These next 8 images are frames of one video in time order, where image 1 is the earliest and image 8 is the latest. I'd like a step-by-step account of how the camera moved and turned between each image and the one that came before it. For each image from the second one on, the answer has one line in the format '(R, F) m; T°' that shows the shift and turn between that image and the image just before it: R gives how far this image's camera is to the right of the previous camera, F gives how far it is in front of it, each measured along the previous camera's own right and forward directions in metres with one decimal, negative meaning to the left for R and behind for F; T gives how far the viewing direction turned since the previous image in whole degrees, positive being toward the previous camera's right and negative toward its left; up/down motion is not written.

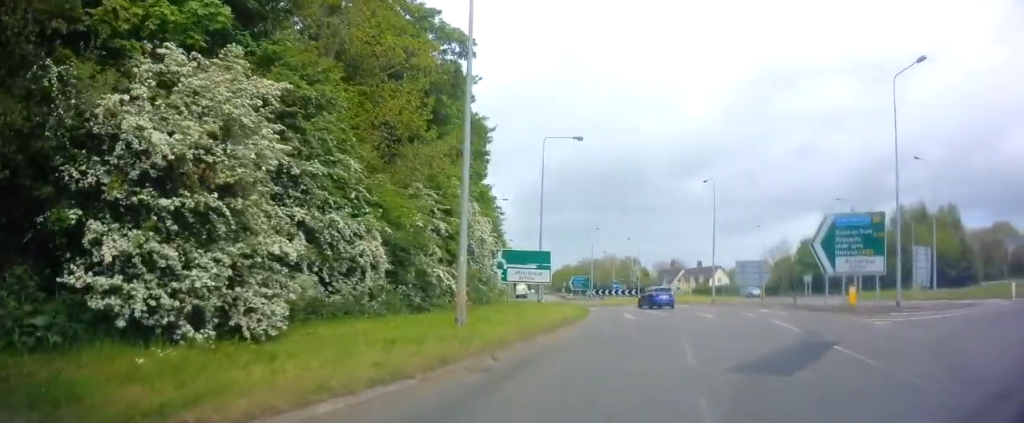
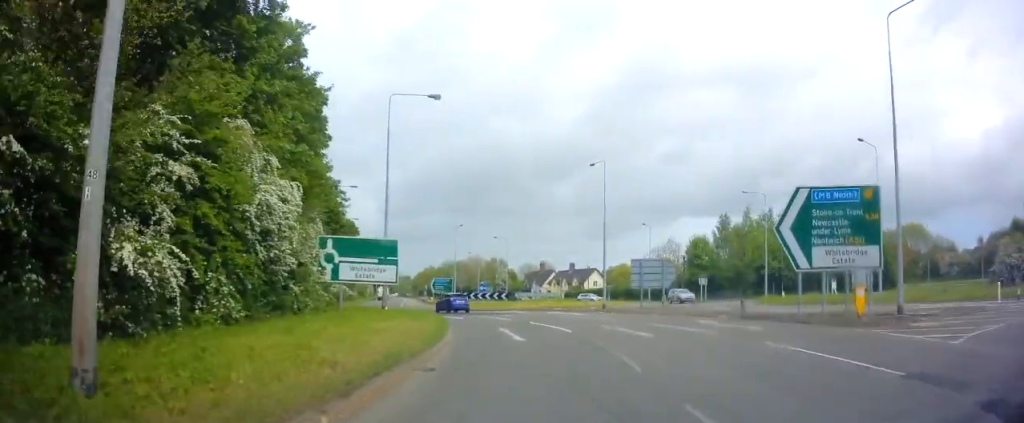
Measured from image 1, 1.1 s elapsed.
(+1.1, +9.1) m; +12°
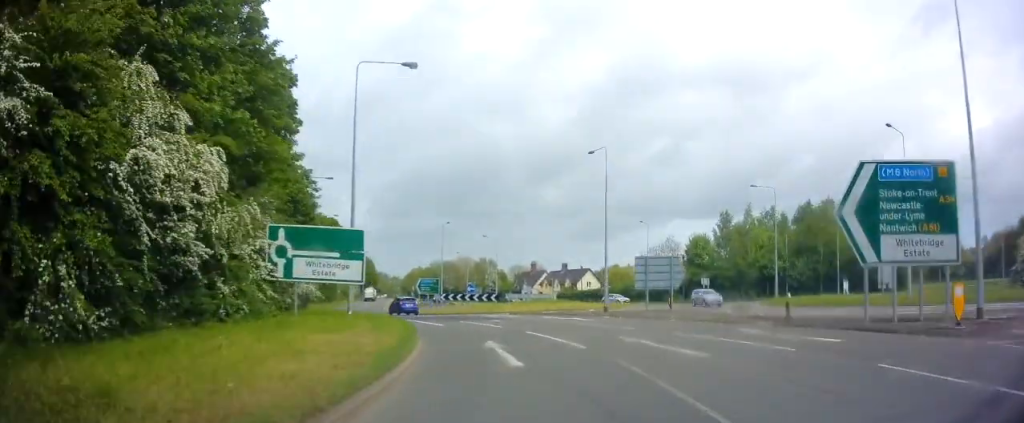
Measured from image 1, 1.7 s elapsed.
(+0.3, +4.7) m; +2°
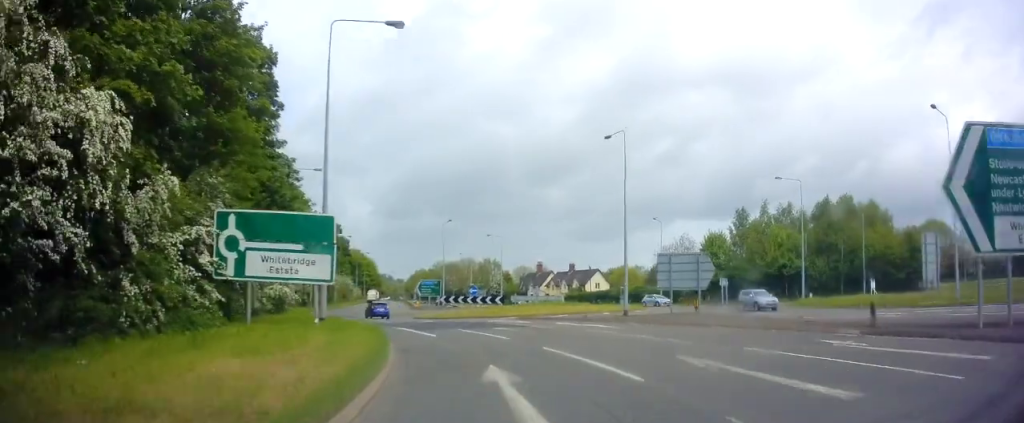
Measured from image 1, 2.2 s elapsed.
(+0.1, +4.5) m; +1°
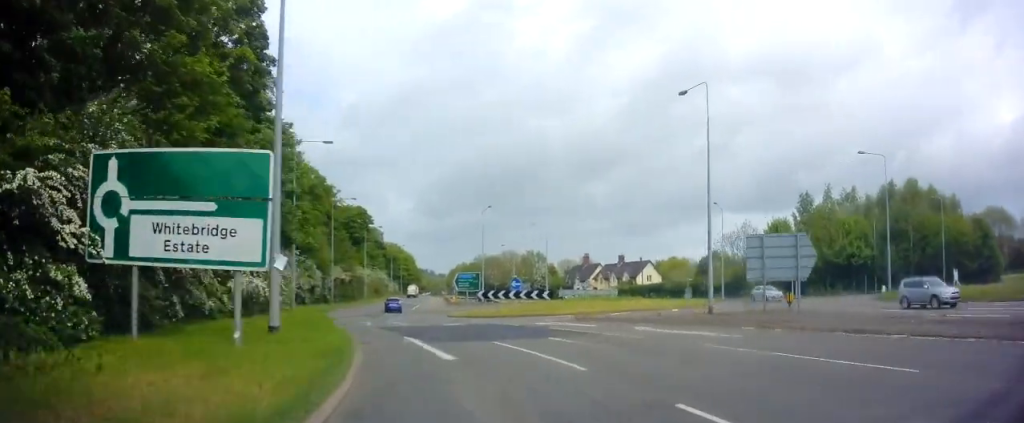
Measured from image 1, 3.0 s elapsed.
(0.0, +7.9) m; -4°
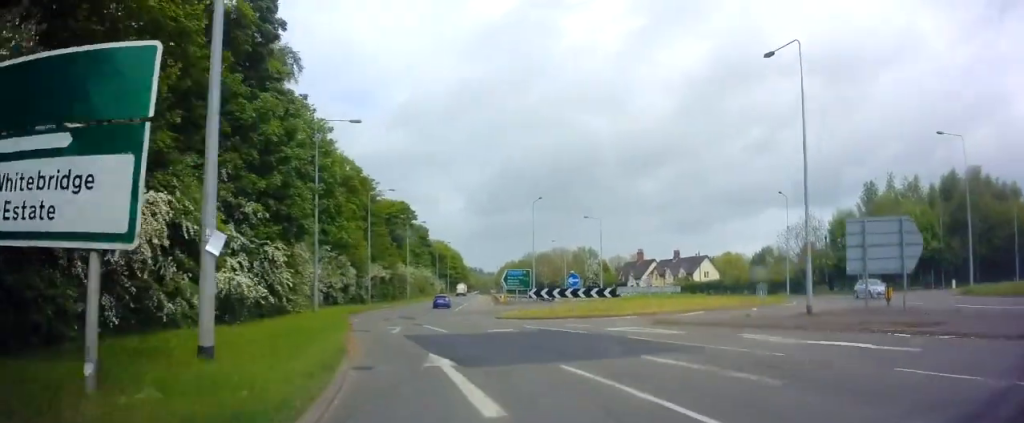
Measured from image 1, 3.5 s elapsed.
(-0.2, +5.2) m; -5°
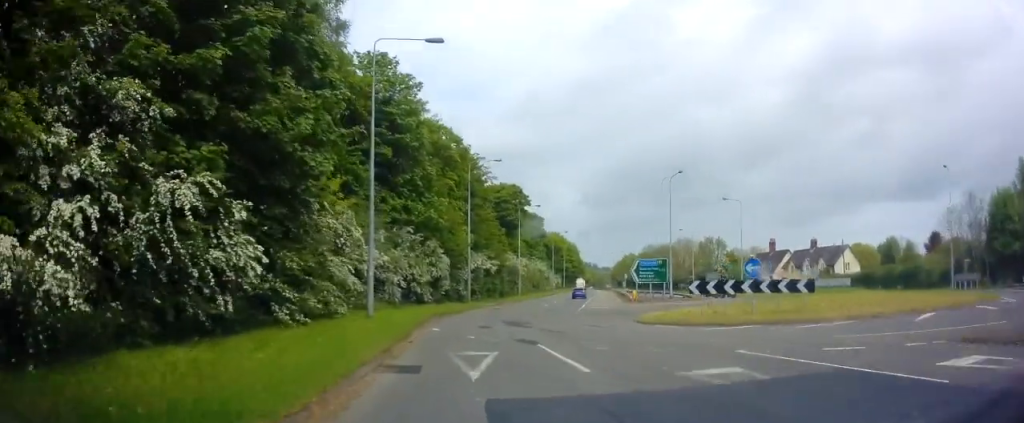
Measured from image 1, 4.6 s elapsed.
(-1.2, +11.9) m; -10°
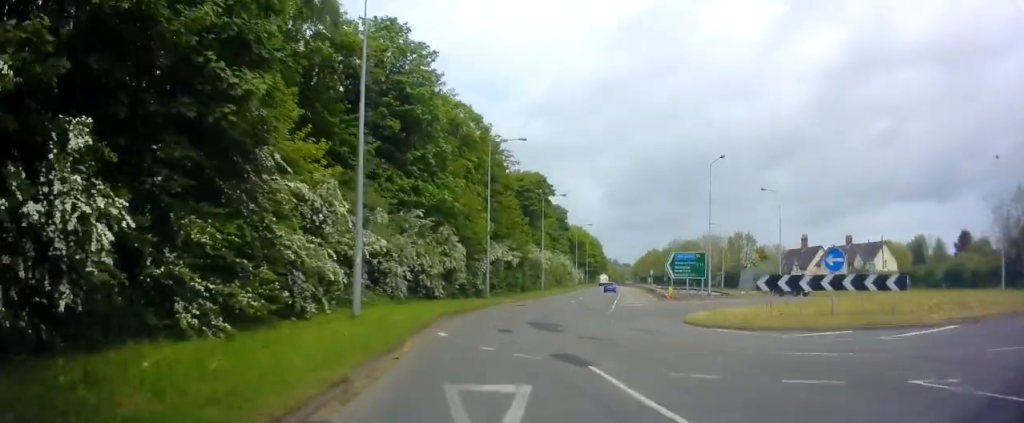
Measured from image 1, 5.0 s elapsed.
(-0.4, +5.3) m; -3°
